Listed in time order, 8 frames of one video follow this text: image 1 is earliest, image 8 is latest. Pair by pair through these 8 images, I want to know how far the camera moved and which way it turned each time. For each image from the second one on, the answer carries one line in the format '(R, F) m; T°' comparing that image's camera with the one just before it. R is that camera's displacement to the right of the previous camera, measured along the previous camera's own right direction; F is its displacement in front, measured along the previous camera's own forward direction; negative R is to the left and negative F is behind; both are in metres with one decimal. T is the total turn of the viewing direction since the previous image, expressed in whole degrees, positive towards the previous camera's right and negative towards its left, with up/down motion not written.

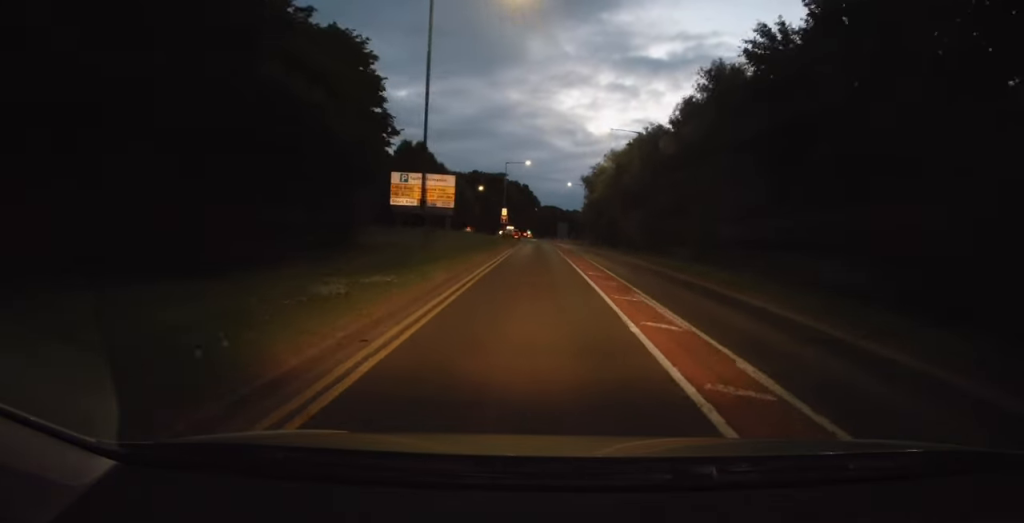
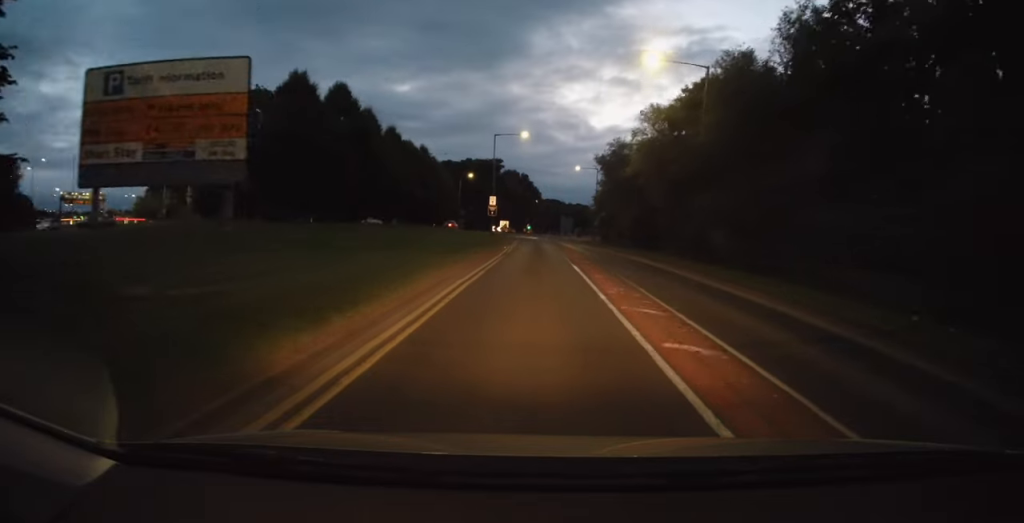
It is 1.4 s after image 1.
(0.0, +18.2) m; 0°
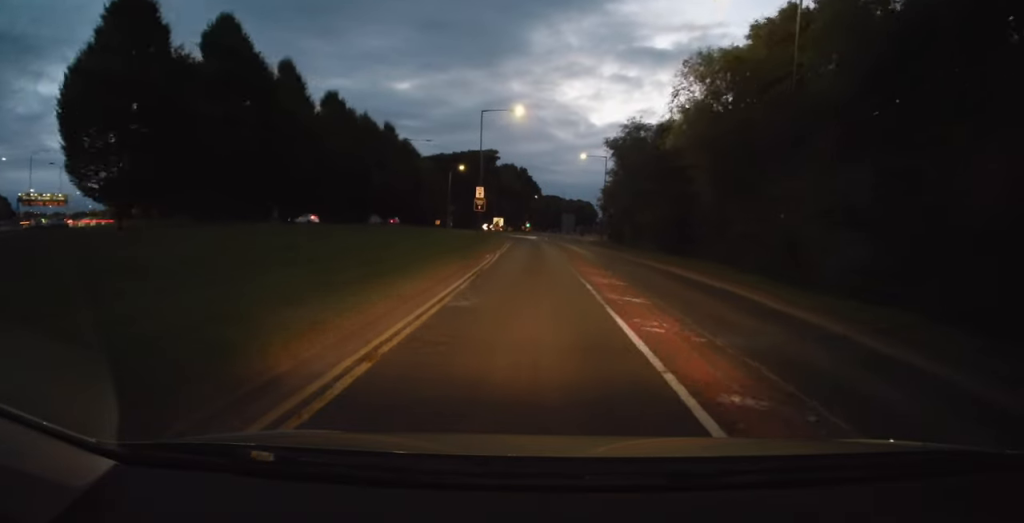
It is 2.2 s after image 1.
(0.0, +10.3) m; +1°
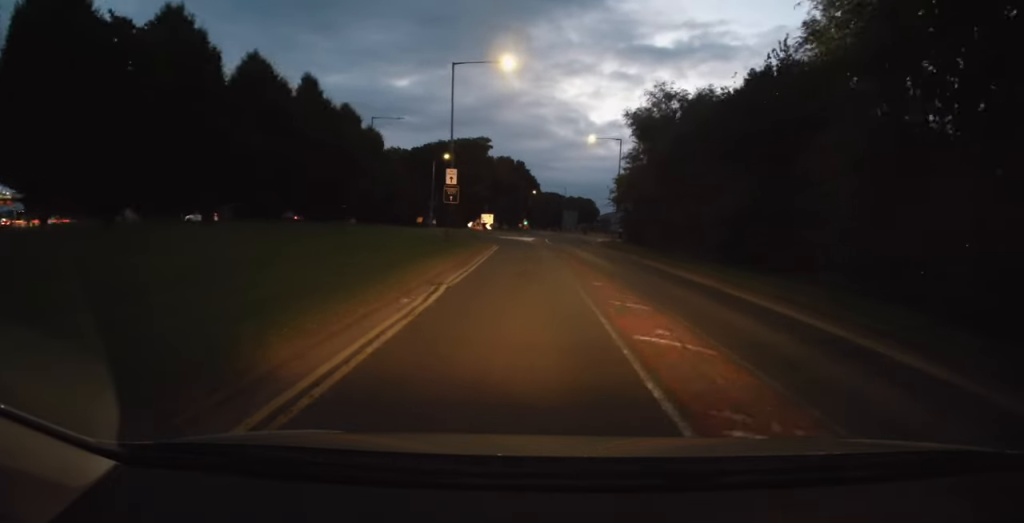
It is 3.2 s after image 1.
(+0.2, +12.4) m; 0°
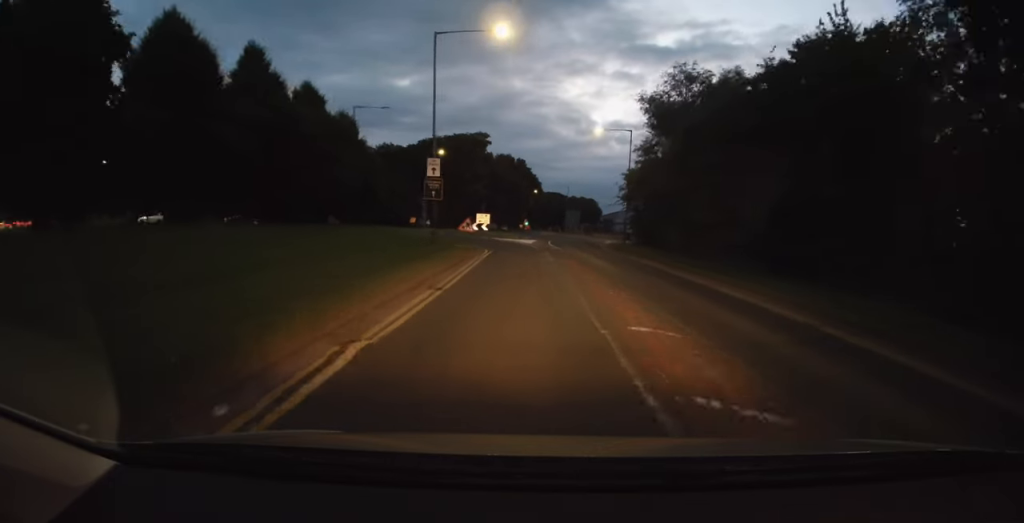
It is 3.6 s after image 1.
(-0.1, +5.2) m; -1°
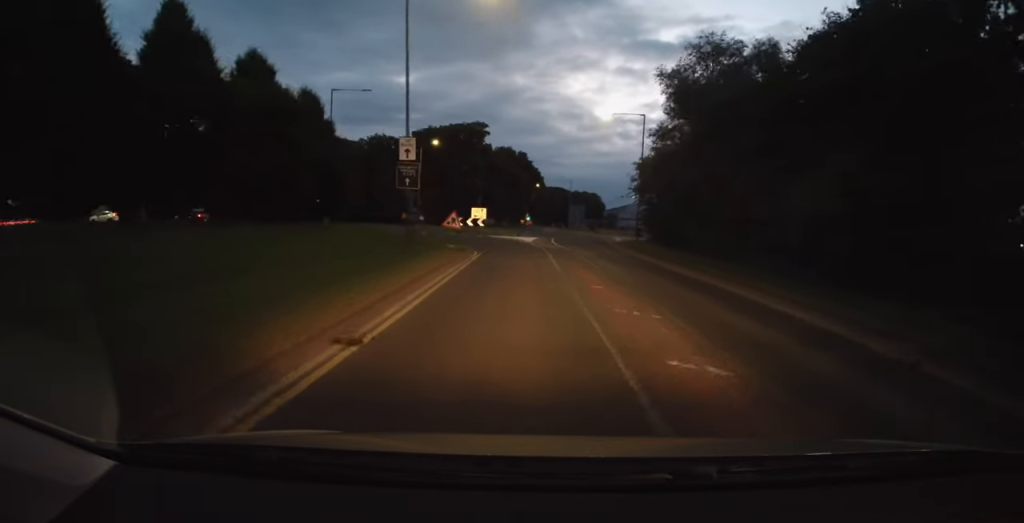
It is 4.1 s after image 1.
(0.0, +5.0) m; -1°
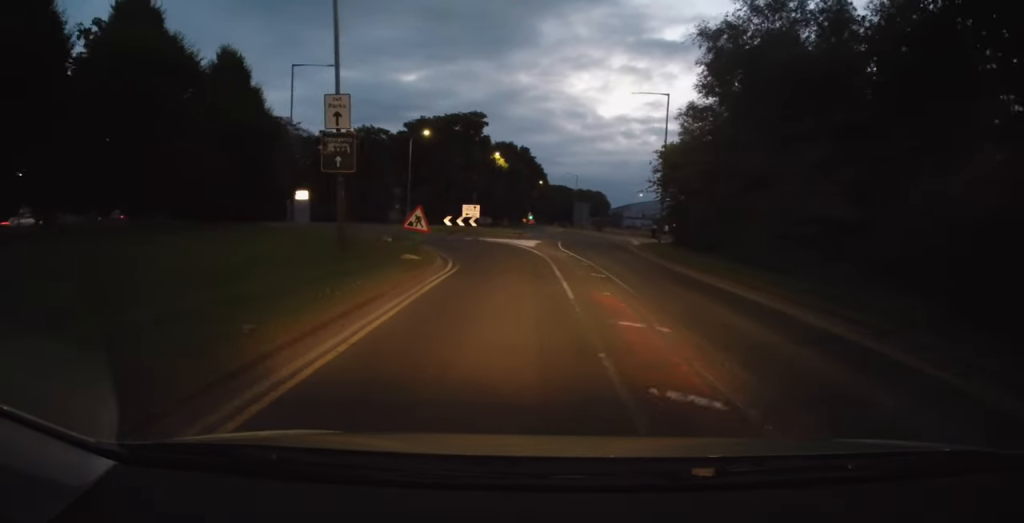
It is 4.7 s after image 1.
(-0.1, +7.0) m; -1°
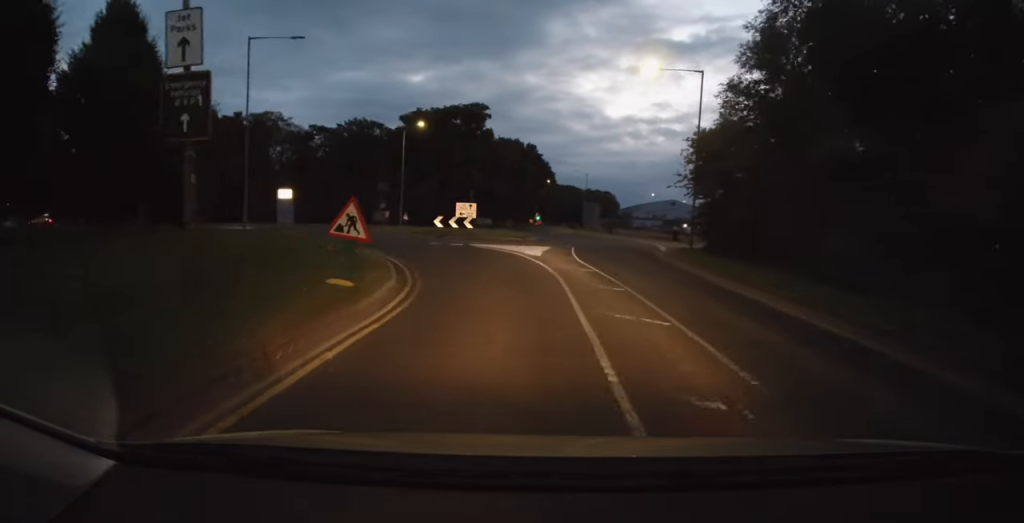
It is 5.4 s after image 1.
(-0.1, +6.1) m; -1°
